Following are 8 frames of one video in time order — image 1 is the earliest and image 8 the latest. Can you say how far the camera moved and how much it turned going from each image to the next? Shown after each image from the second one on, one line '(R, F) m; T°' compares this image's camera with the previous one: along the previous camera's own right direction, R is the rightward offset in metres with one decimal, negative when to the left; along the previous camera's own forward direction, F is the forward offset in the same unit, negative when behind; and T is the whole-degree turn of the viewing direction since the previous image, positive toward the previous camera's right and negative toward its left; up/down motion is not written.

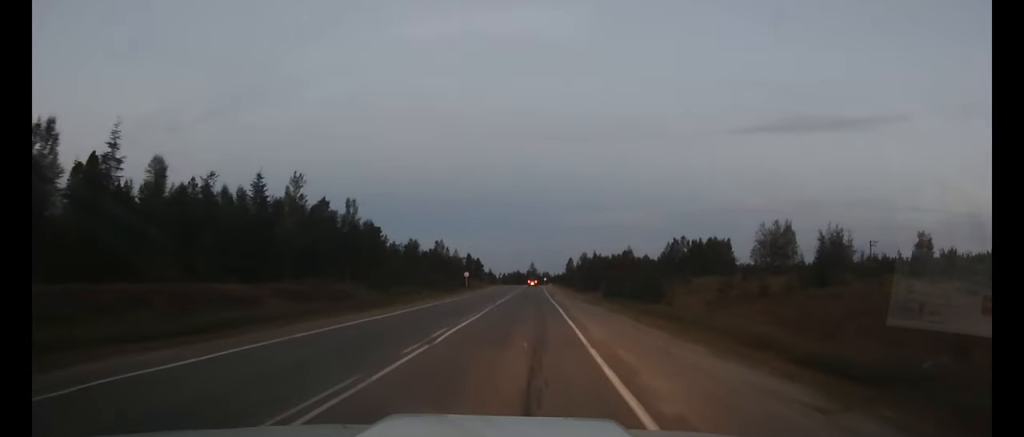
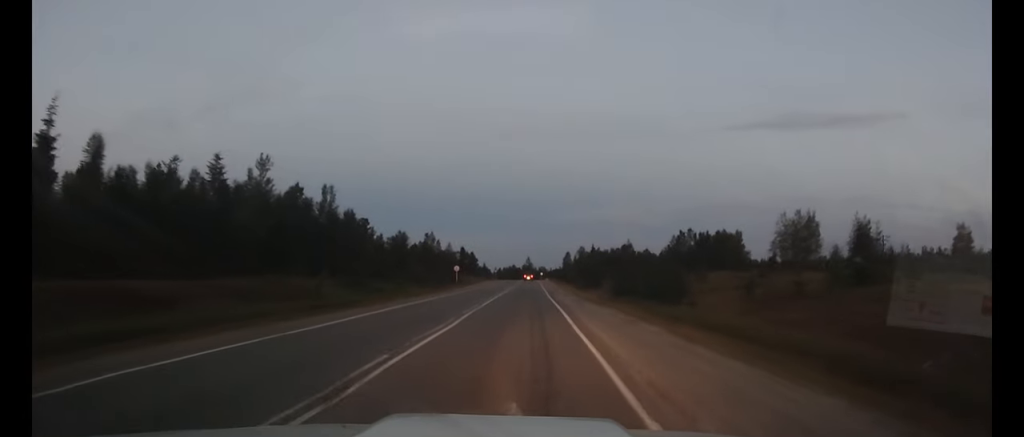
(0.0, +6.3) m; +2°
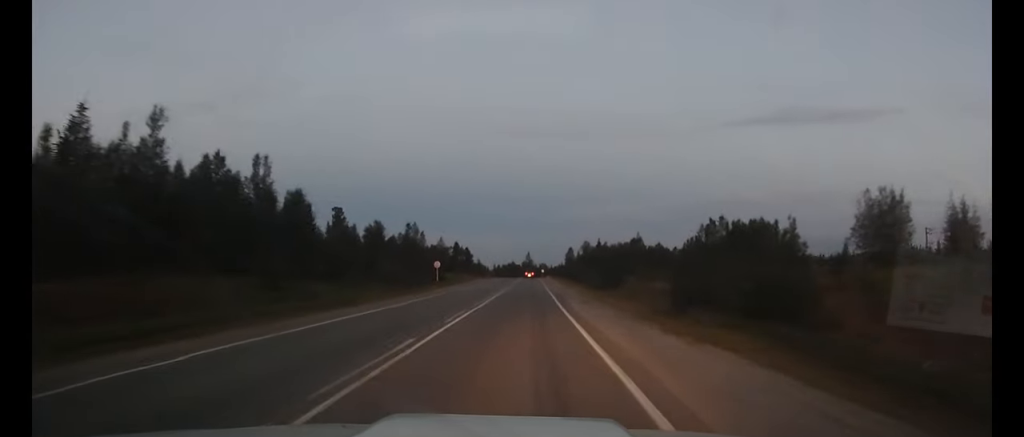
(+0.5, +15.4) m; +2°
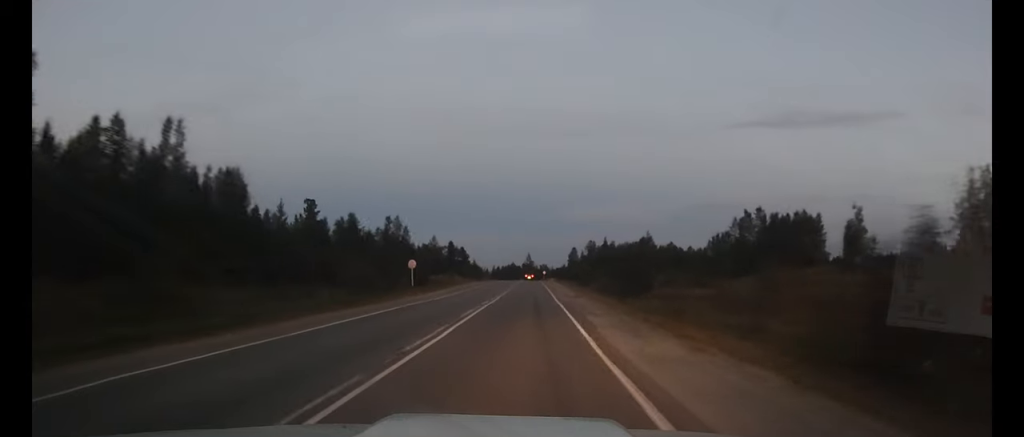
(0.0, +12.1) m; 0°
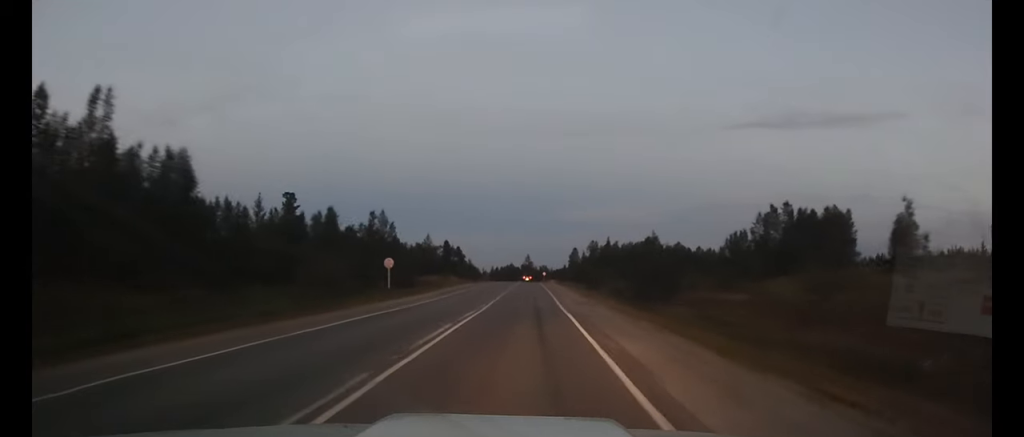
(0.0, +6.9) m; 0°
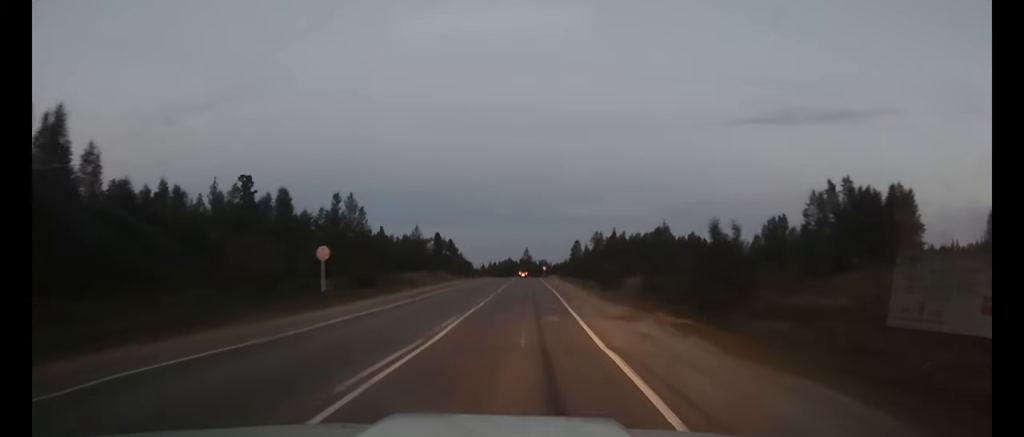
(0.0, +11.7) m; 0°
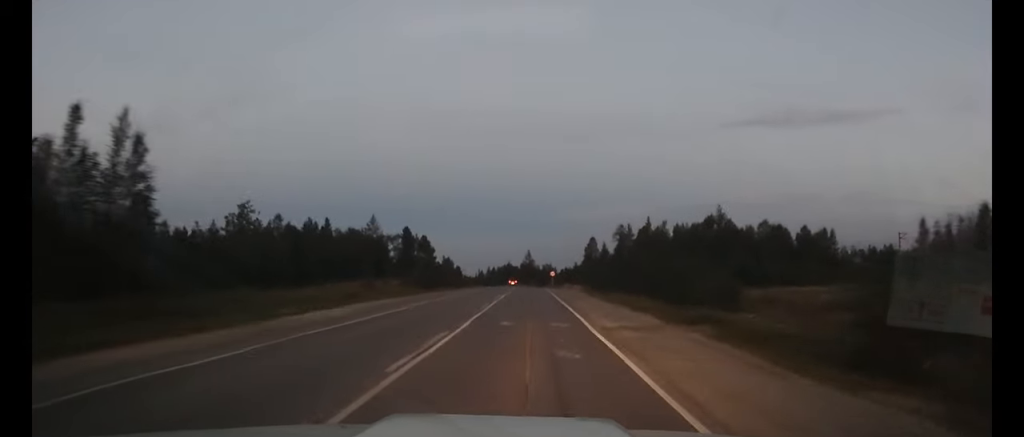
(-0.2, +37.5) m; 0°
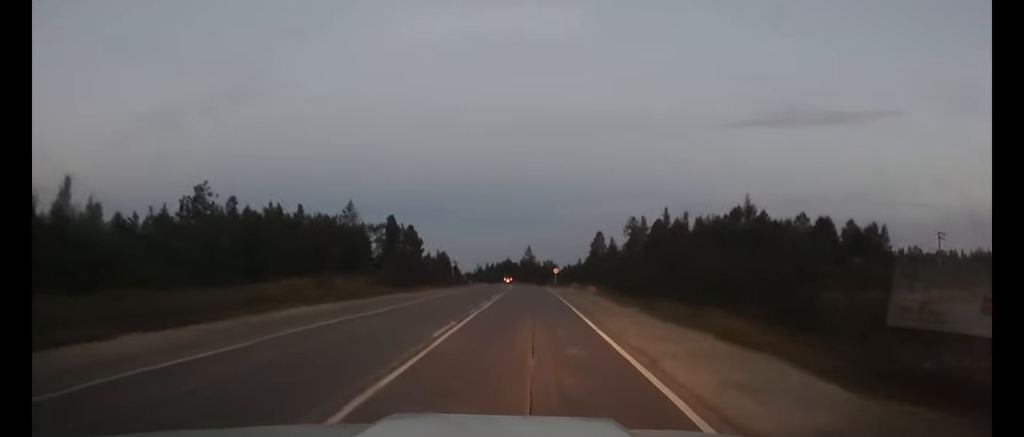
(0.0, +12.1) m; 0°
